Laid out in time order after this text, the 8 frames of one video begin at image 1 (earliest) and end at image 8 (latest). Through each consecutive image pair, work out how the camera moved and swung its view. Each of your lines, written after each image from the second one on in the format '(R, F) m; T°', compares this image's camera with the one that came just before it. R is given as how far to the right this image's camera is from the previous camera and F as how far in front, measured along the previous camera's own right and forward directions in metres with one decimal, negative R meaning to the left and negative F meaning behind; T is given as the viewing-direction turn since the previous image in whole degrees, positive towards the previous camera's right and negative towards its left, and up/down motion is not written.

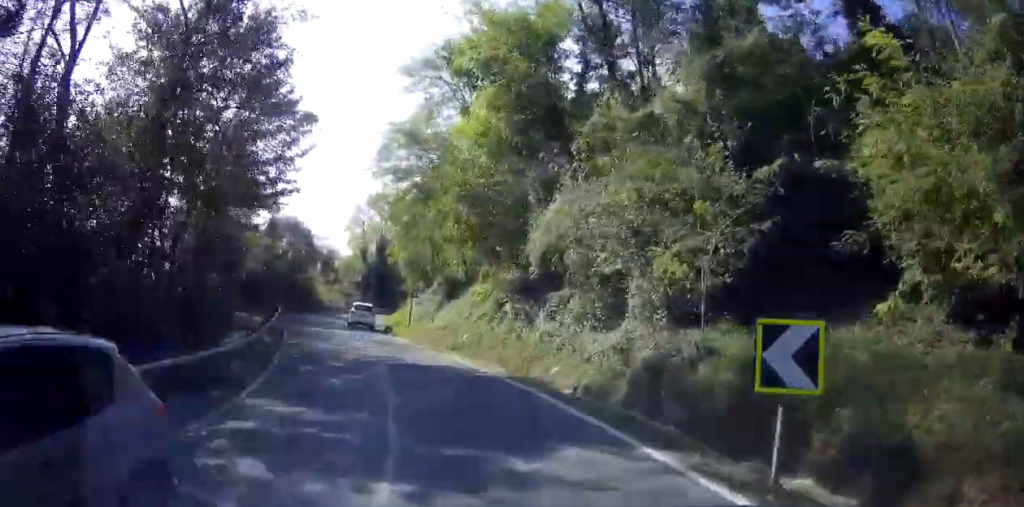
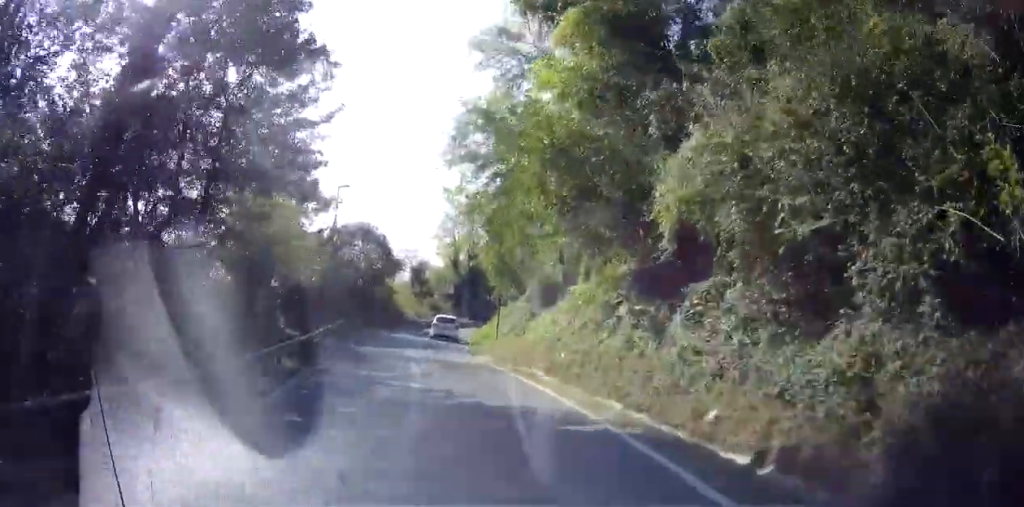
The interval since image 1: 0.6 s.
(-0.8, +5.7) m; -12°
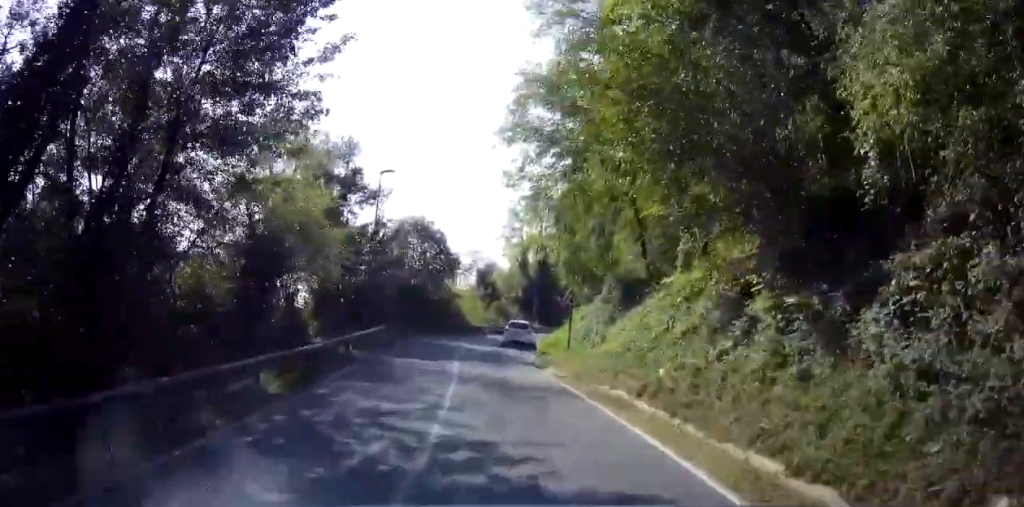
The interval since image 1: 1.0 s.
(-0.4, +4.6) m; -5°
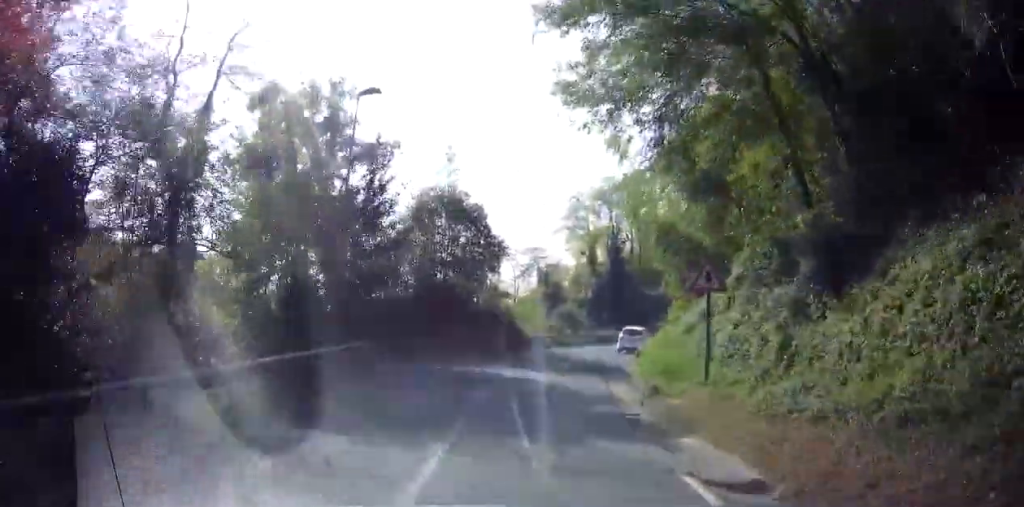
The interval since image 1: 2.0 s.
(-0.9, +11.1) m; -3°
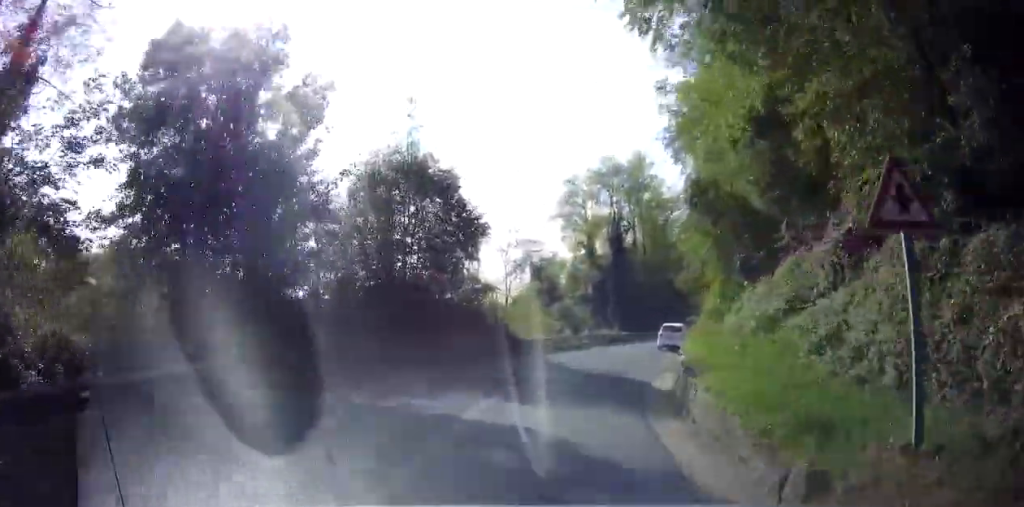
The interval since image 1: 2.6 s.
(+0.1, +7.0) m; +1°
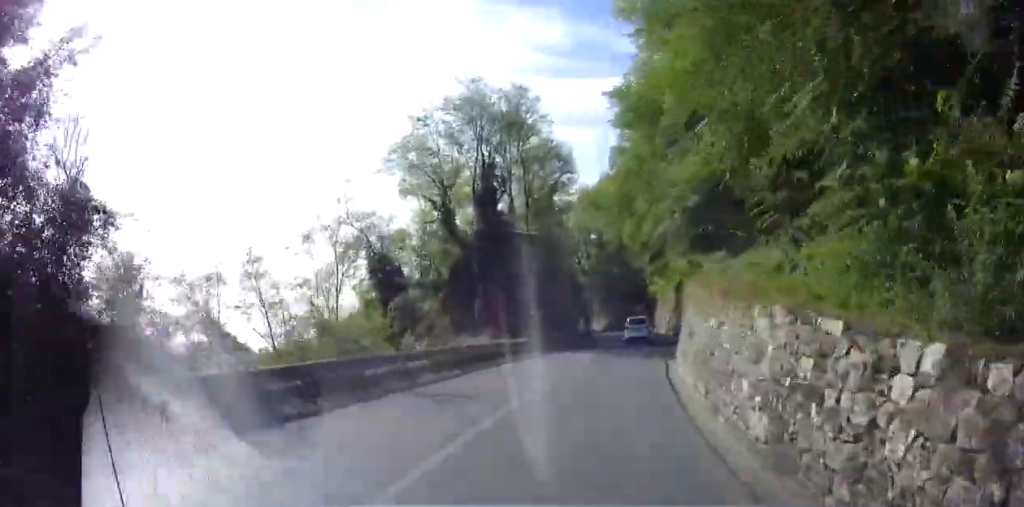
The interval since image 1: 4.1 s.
(+1.0, +18.0) m; +9°
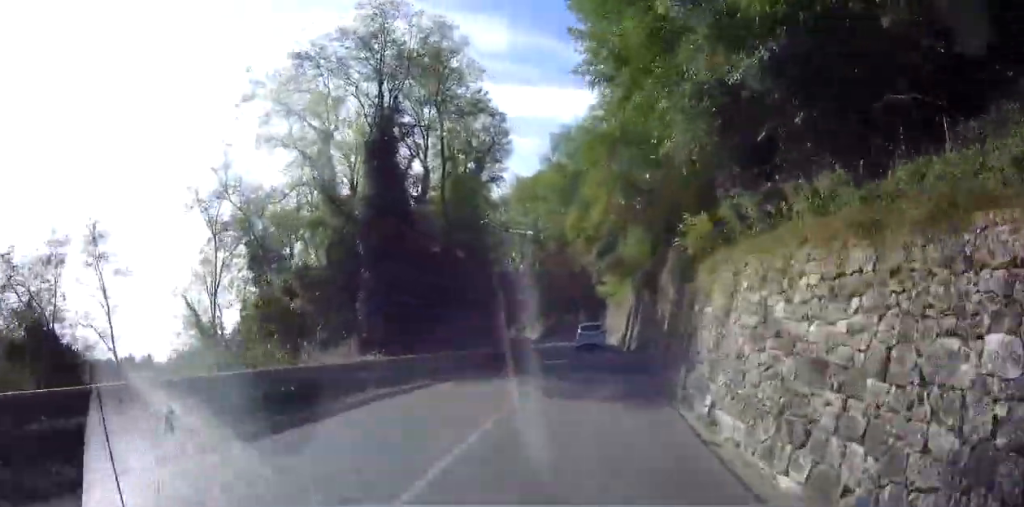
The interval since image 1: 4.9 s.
(+0.5, +9.9) m; +6°
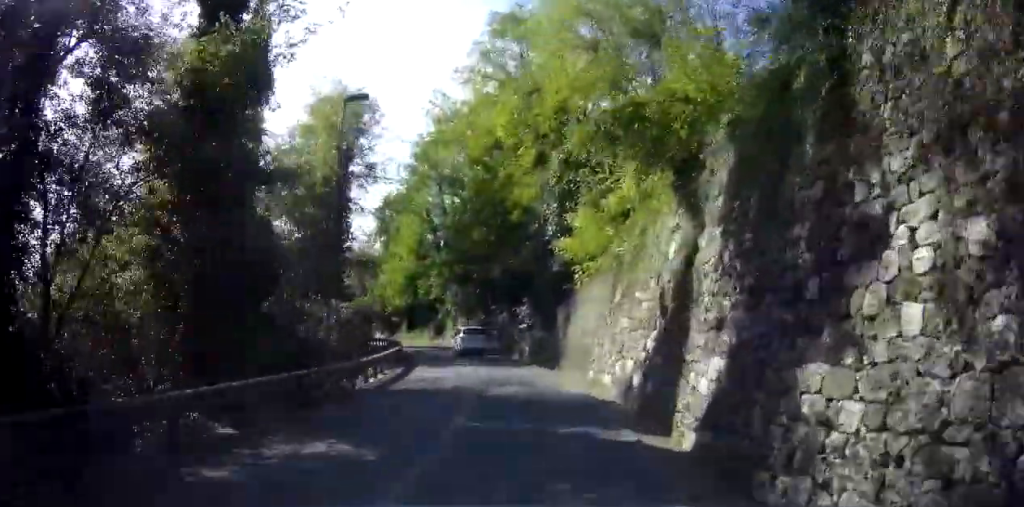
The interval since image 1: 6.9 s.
(+1.8, +25.6) m; +2°
